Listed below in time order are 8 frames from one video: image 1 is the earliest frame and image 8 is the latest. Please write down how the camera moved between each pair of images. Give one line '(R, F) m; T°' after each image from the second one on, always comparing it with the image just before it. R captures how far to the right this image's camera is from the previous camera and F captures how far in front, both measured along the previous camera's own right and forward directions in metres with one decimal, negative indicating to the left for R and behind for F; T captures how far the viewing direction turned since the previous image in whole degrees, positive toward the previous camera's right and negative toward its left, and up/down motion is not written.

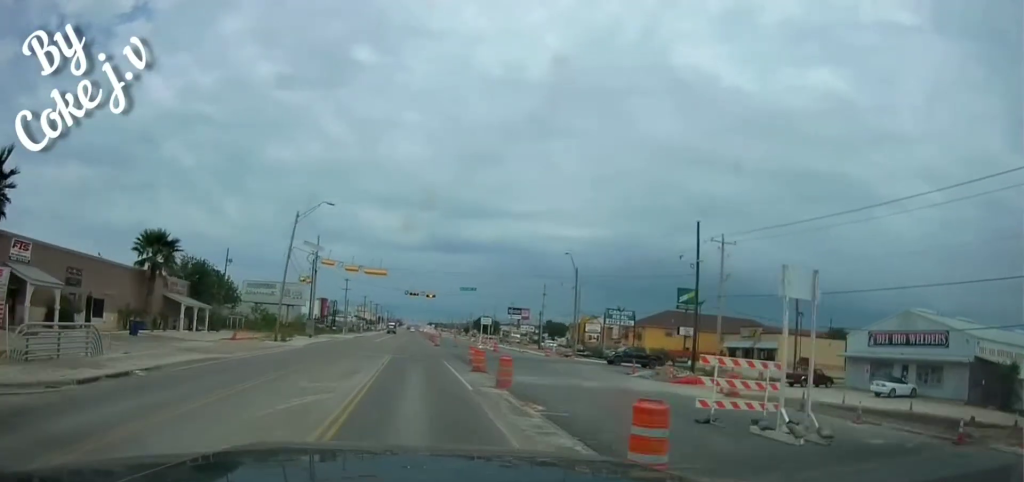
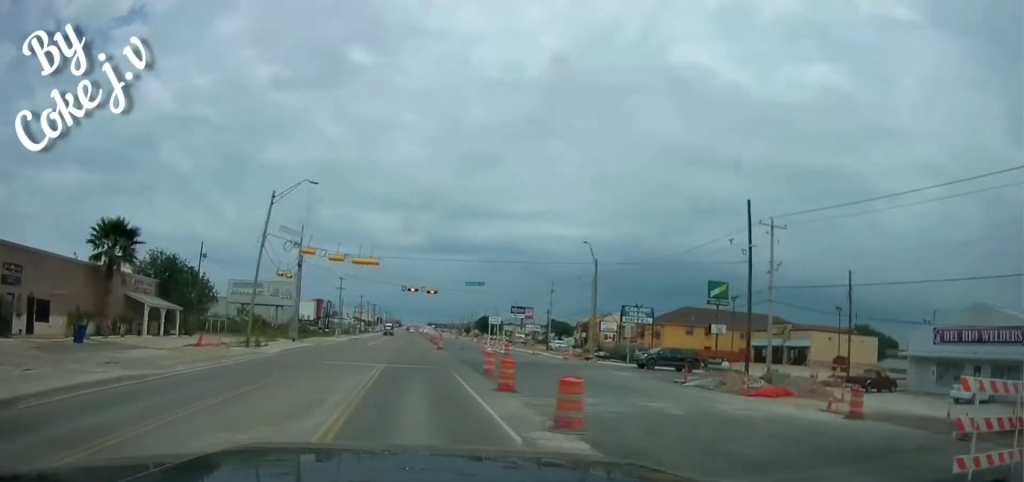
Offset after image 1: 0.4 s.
(+0.1, +8.0) m; -1°
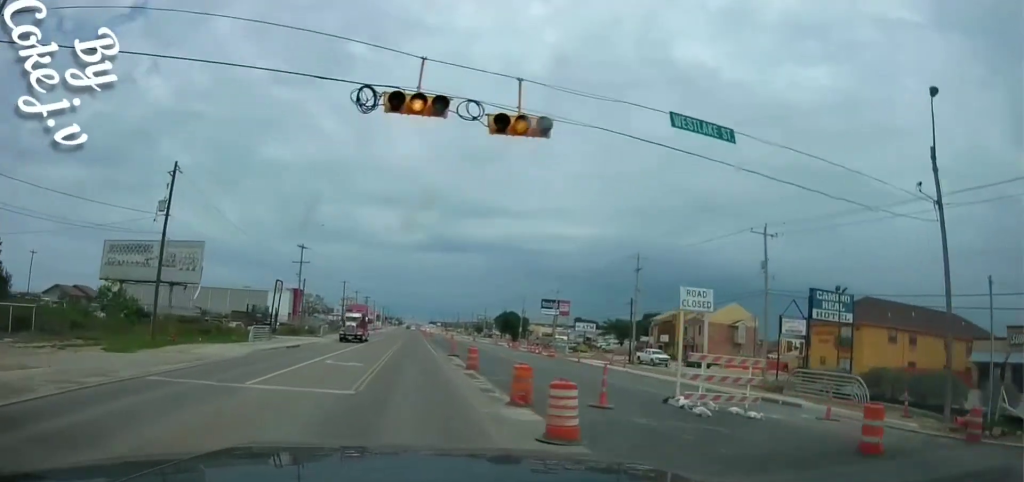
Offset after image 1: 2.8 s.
(+0.1, +43.5) m; +1°
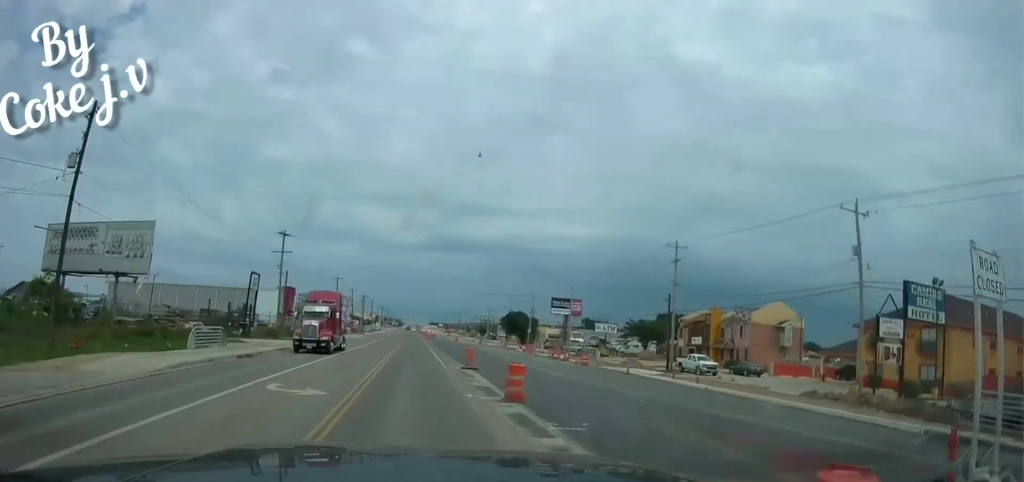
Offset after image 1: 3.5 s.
(+0.1, +11.8) m; -1°
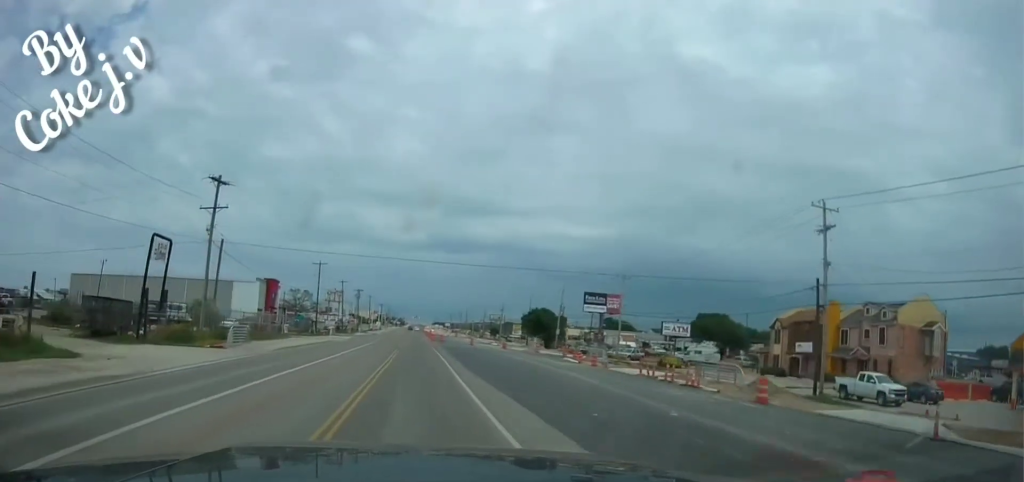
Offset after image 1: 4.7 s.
(-0.5, +23.4) m; 0°
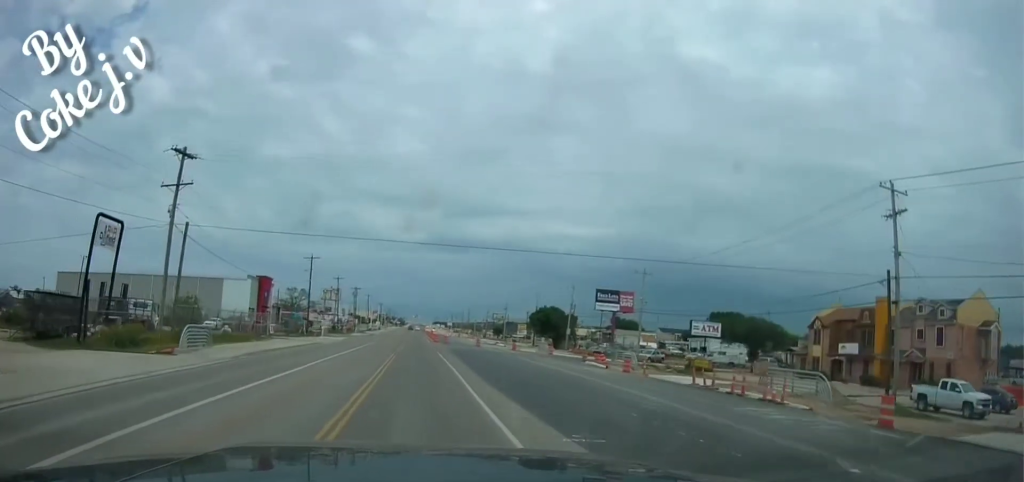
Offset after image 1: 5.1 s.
(+0.2, +7.4) m; +1°
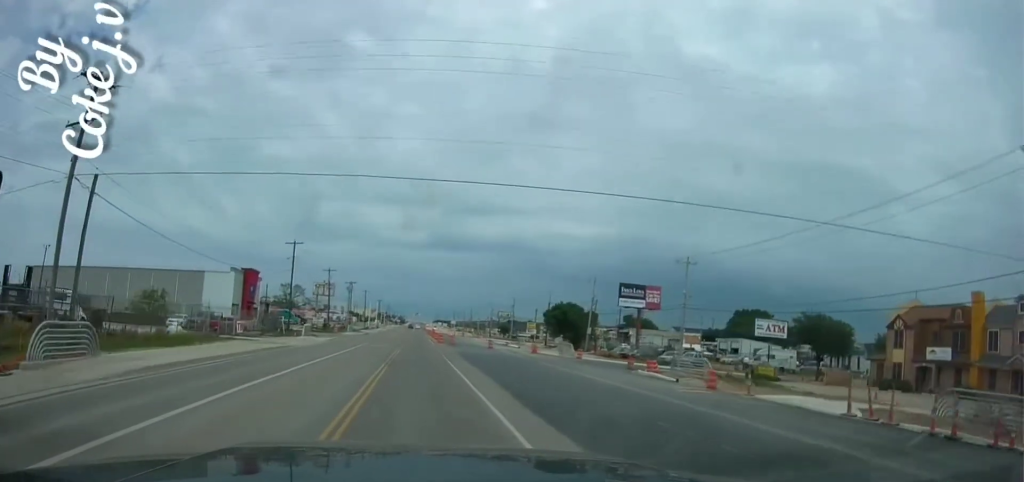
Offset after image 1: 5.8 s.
(+0.1, +12.3) m; +1°
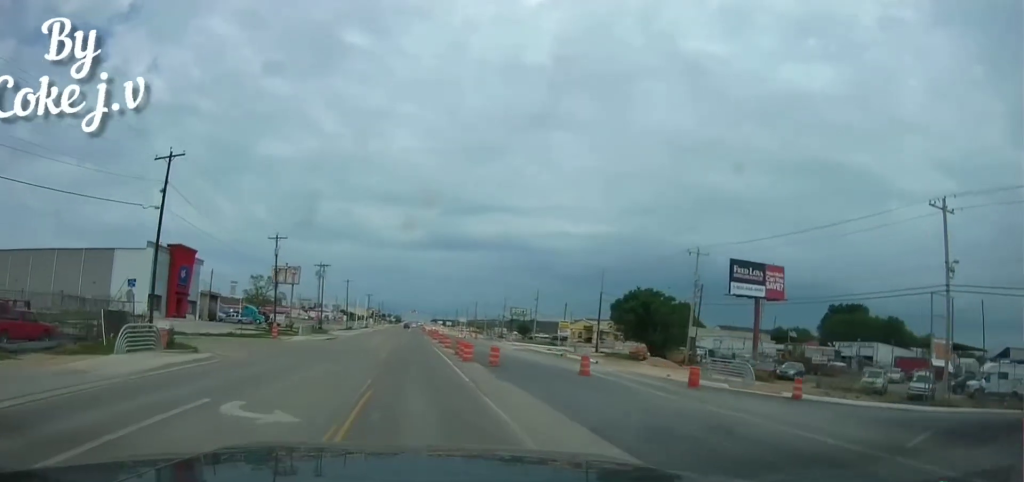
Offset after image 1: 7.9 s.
(-0.4, +37.4) m; -2°
